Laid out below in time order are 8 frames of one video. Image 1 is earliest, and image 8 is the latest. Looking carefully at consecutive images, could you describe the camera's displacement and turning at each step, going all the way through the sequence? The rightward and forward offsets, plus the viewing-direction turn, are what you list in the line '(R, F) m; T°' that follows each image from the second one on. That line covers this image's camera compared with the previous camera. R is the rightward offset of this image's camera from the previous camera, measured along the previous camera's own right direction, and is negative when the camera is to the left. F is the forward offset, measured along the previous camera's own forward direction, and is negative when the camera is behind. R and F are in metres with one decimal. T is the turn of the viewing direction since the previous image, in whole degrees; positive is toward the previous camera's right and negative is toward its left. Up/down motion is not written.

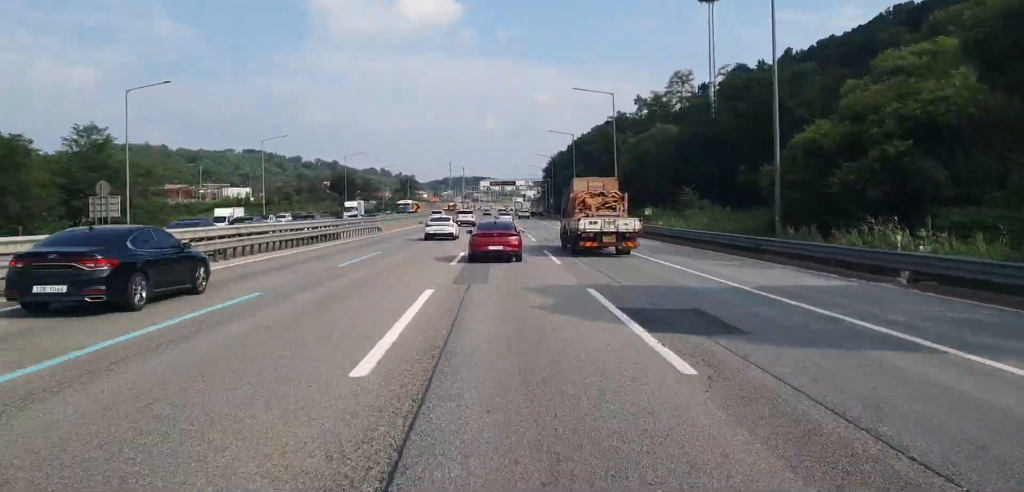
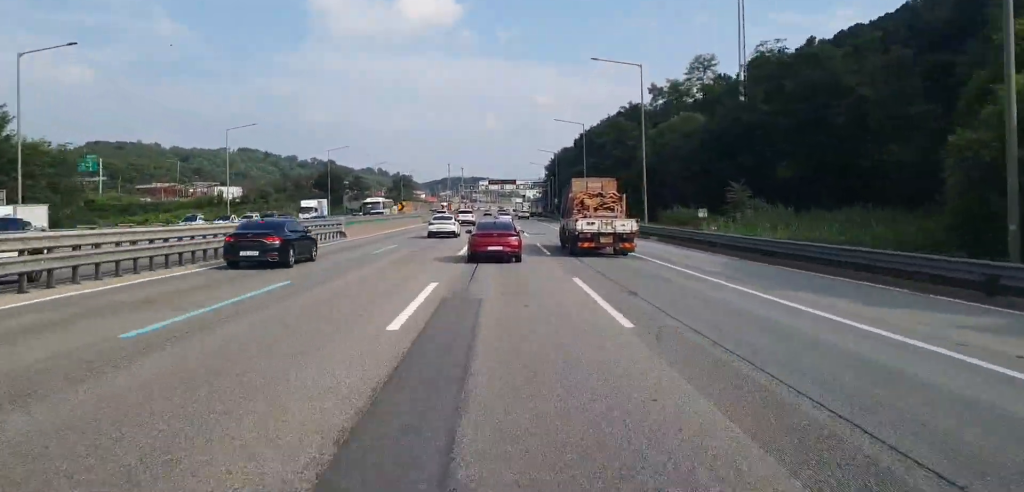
(+0.2, +14.0) m; 0°
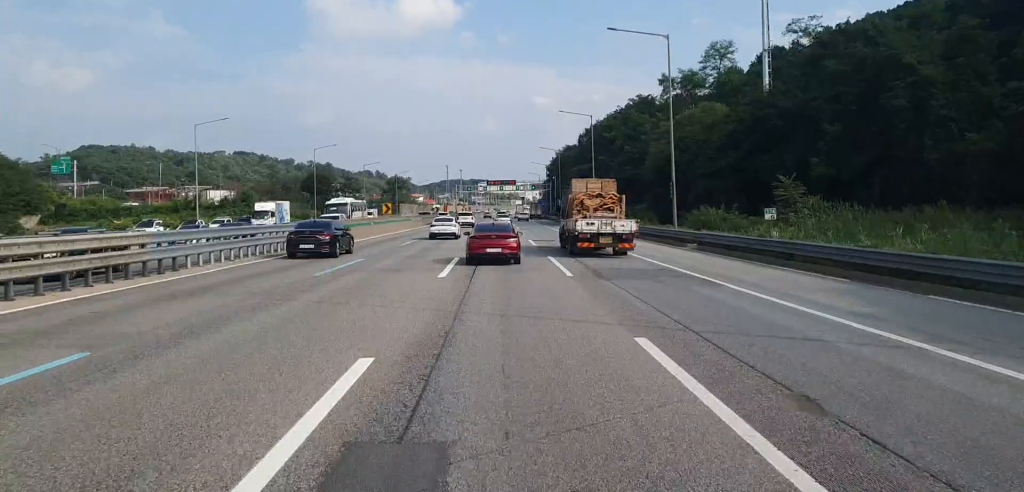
(-0.3, +9.5) m; 0°
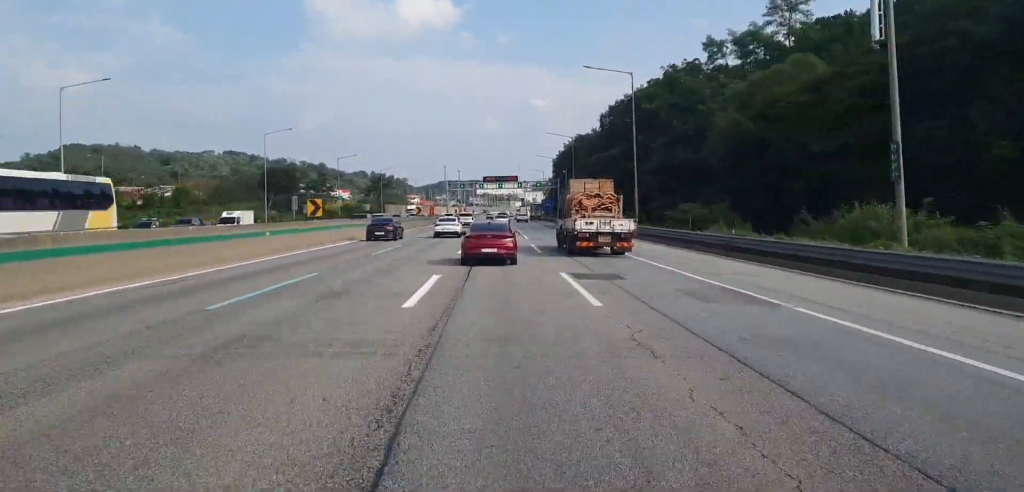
(-0.2, +26.1) m; 0°
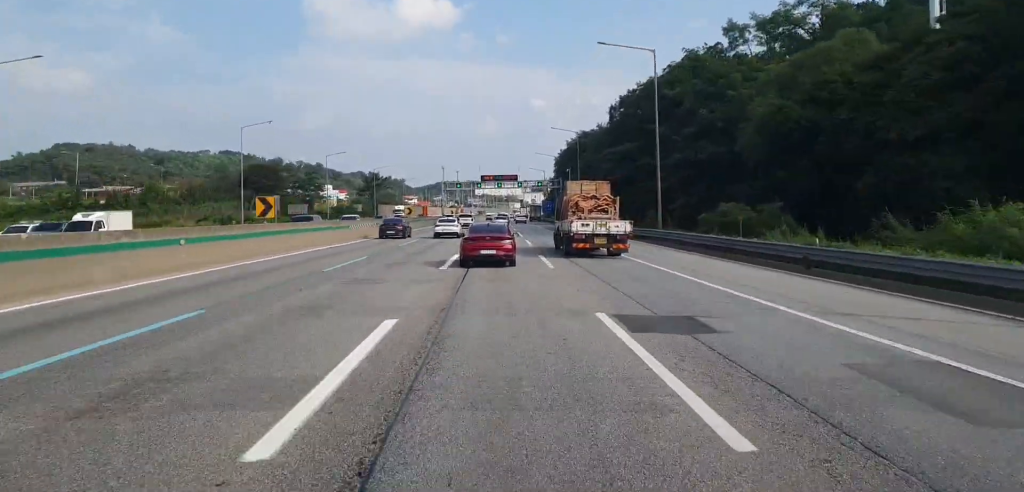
(0.0, +8.6) m; 0°
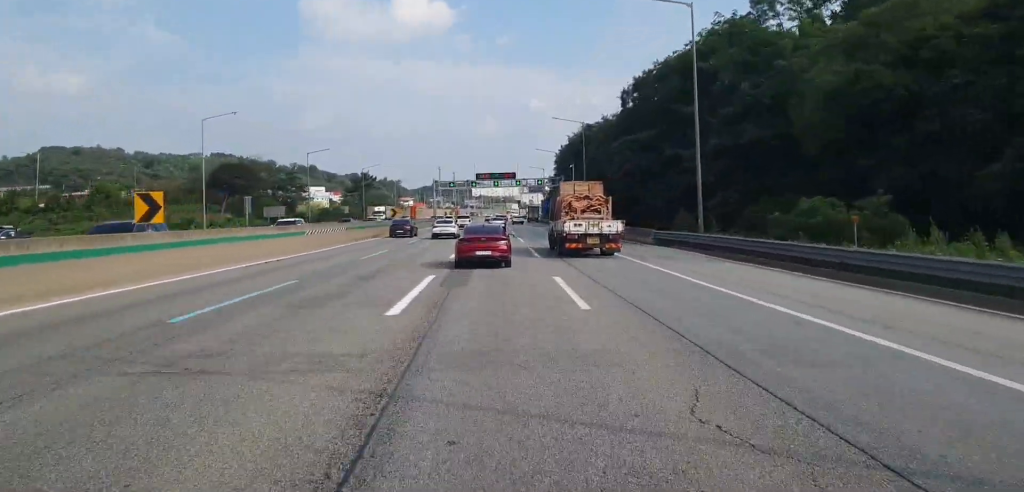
(0.0, +10.7) m; 0°
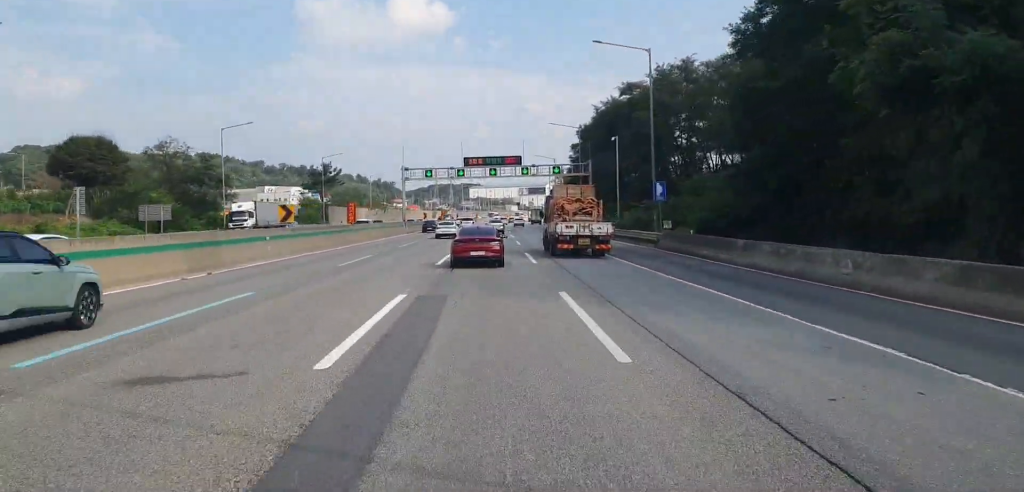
(-0.1, +39.2) m; -1°
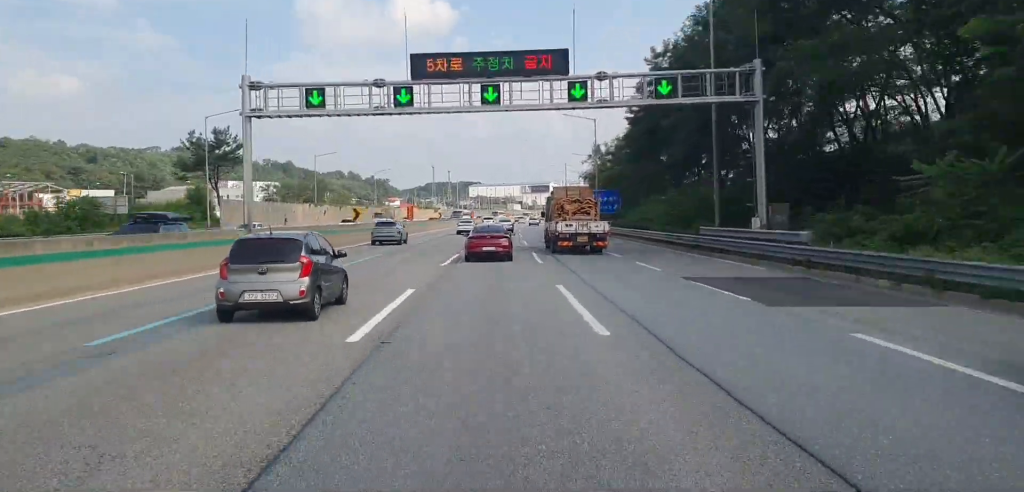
(-0.1, +54.3) m; 0°
